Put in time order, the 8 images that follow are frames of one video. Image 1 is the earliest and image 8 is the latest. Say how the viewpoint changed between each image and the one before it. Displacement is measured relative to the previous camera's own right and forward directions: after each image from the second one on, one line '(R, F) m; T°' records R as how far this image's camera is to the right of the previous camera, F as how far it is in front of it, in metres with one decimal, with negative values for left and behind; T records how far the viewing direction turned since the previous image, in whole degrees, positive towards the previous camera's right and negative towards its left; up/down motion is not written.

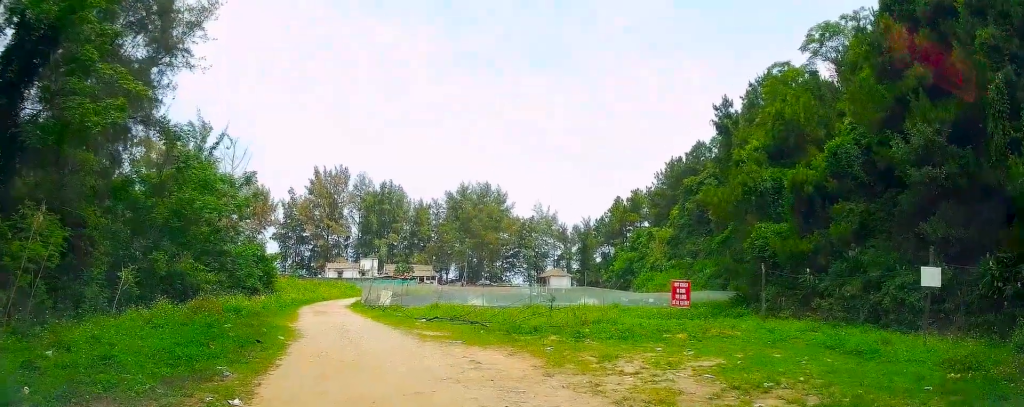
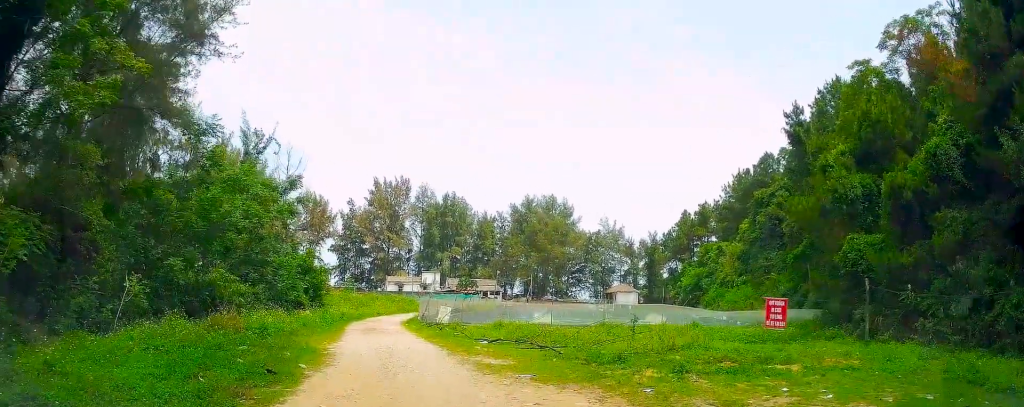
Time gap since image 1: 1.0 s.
(-0.3, +3.4) m; -6°
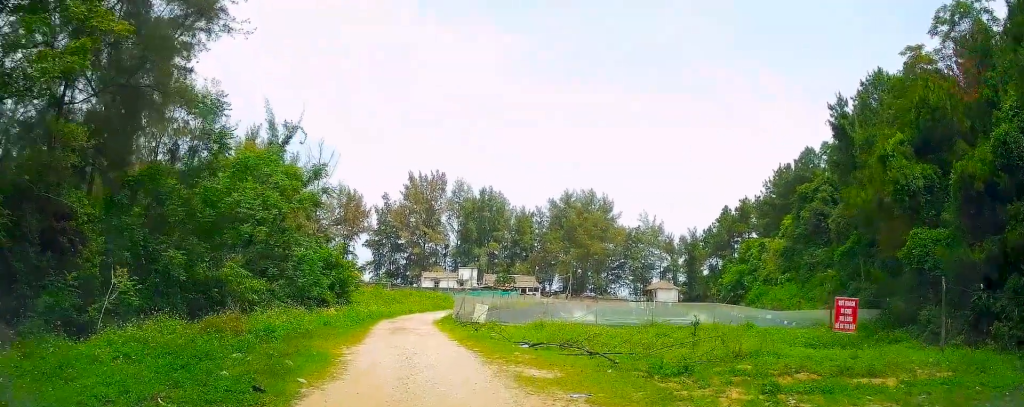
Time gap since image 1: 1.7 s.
(+0.1, +2.3) m; -5°
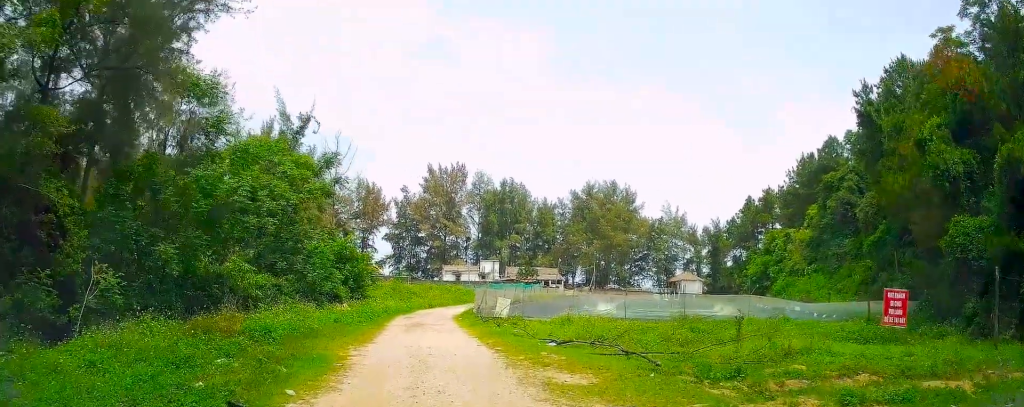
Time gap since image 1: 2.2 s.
(-0.2, +1.5) m; -6°
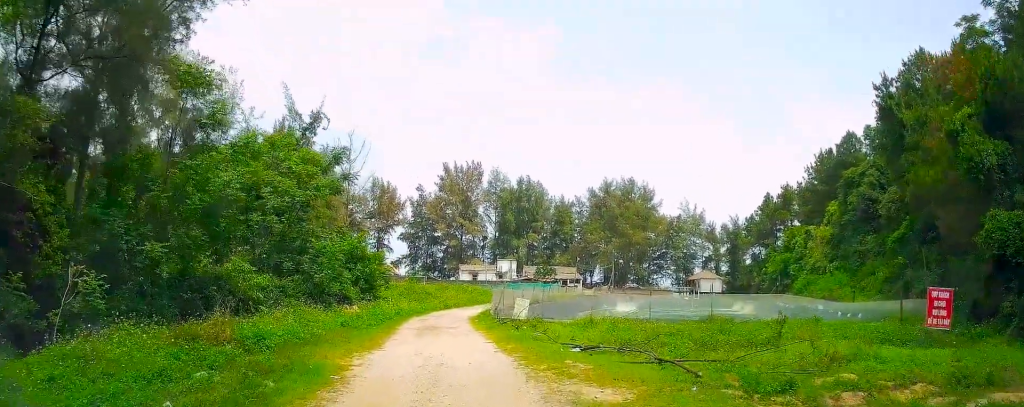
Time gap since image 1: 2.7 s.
(-0.1, +1.3) m; -5°
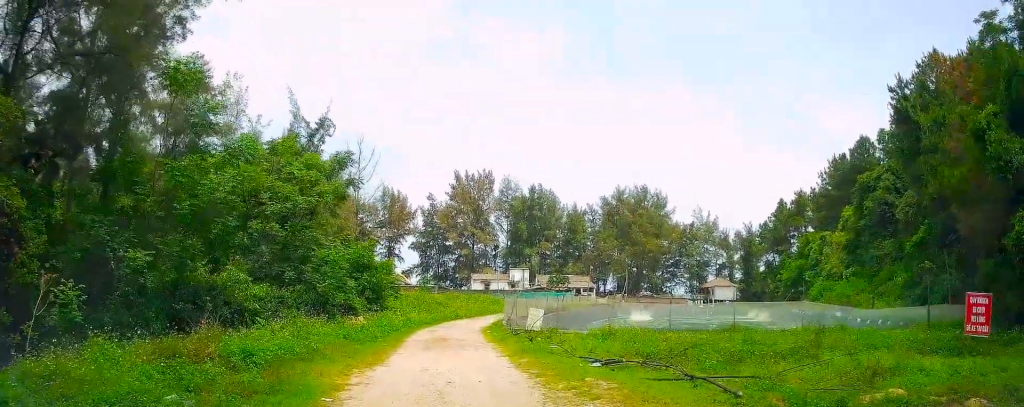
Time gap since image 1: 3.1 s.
(0.0, +1.2) m; -3°
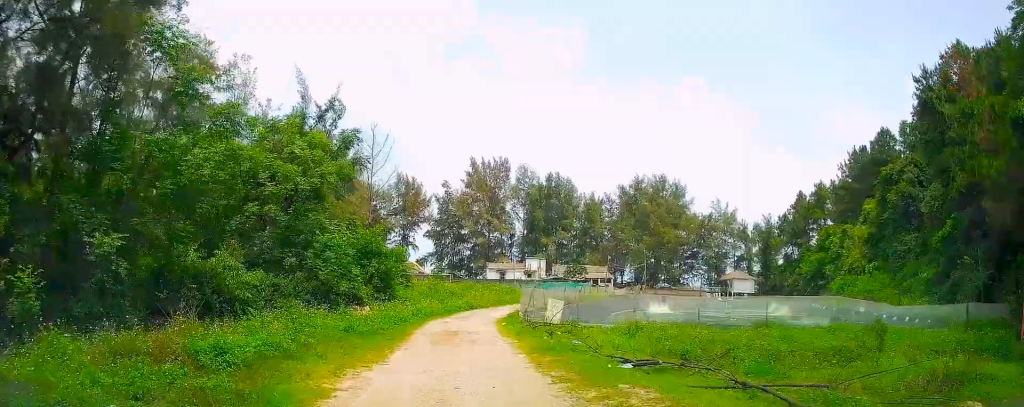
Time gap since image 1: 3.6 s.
(0.0, +1.8) m; -3°
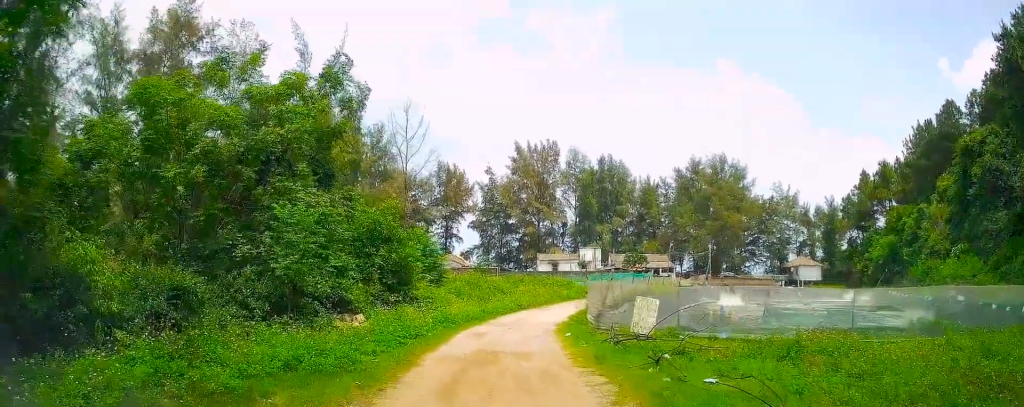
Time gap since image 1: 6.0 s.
(-0.5, +6.9) m; -3°
